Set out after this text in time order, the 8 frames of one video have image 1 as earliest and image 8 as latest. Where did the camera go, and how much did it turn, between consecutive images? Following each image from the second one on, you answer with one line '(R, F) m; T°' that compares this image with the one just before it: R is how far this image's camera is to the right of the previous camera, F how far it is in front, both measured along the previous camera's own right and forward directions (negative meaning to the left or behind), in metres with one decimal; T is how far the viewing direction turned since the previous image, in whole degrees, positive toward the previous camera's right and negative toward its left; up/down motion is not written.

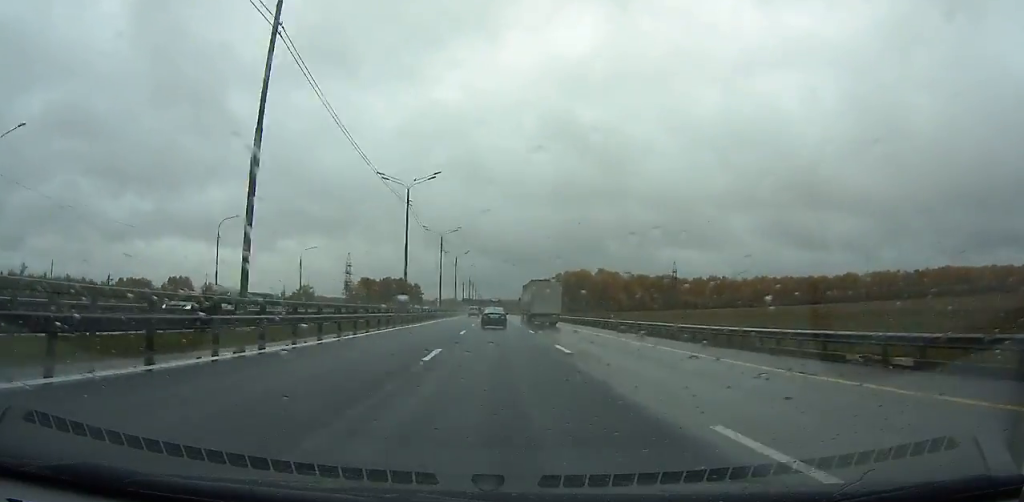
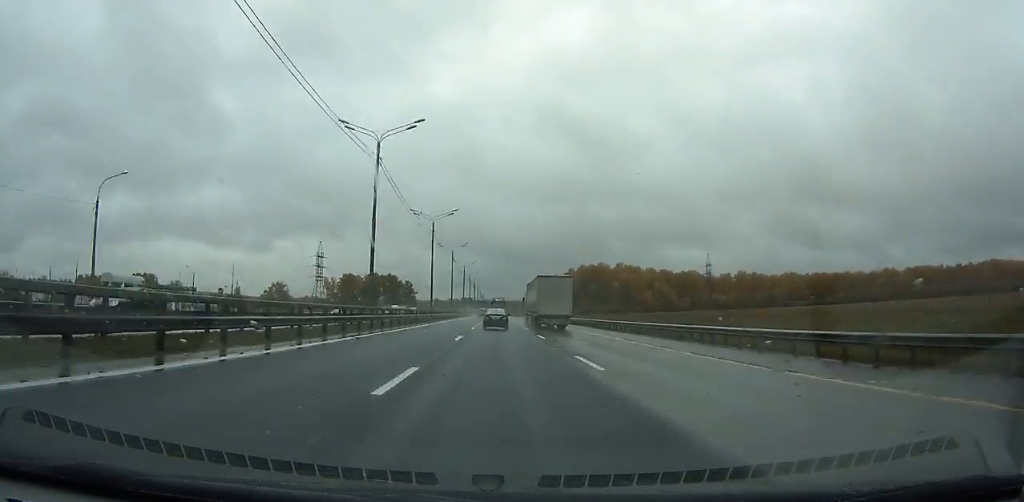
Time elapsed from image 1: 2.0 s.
(+0.1, +53.6) m; 0°
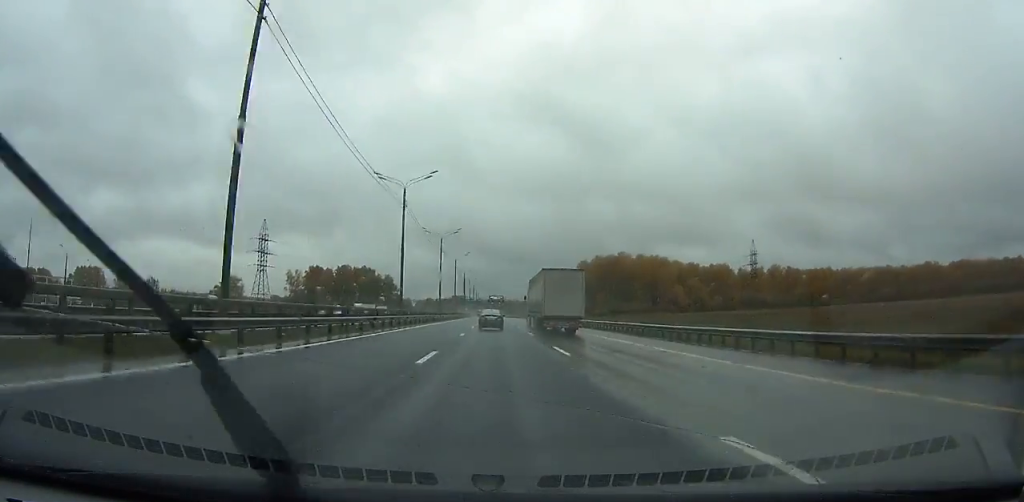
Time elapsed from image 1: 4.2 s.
(0.0, +58.9) m; 0°
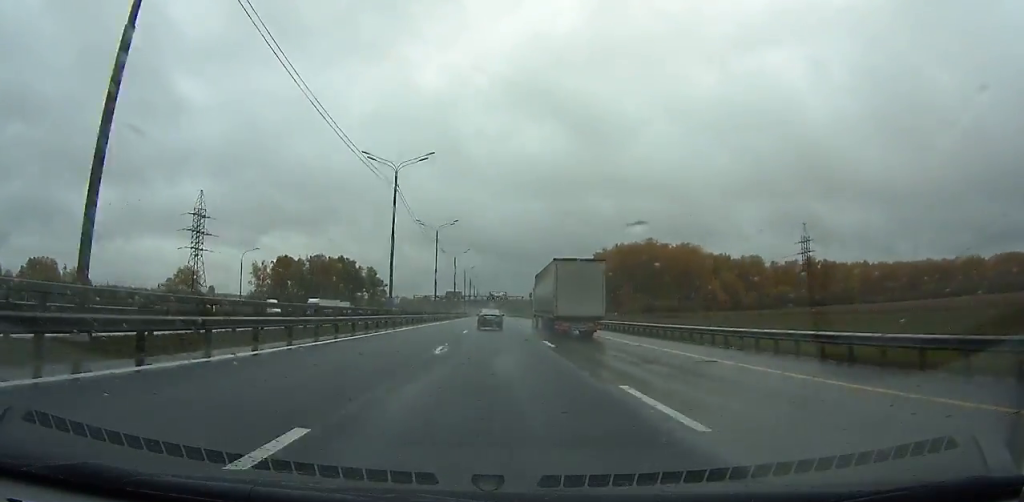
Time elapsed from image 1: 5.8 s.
(0.0, +42.8) m; 0°
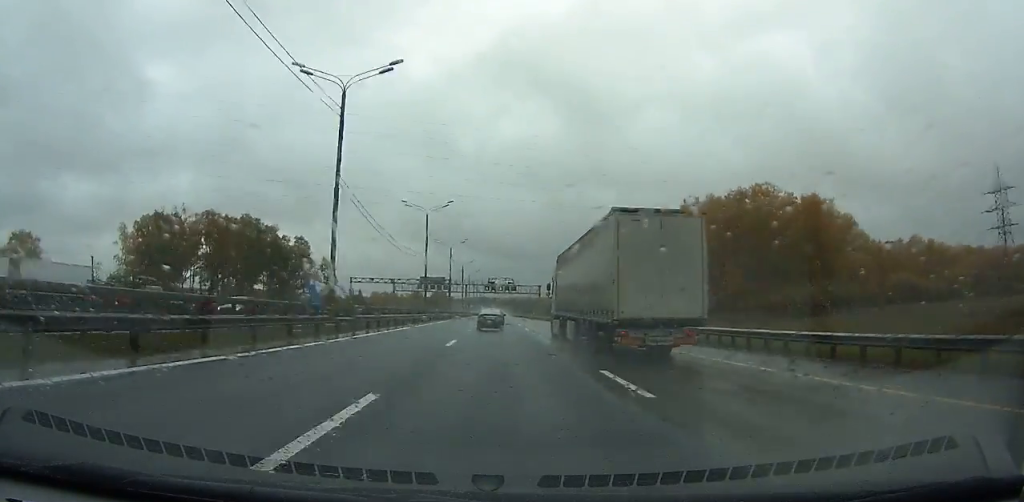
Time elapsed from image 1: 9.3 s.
(0.0, +93.6) m; 0°
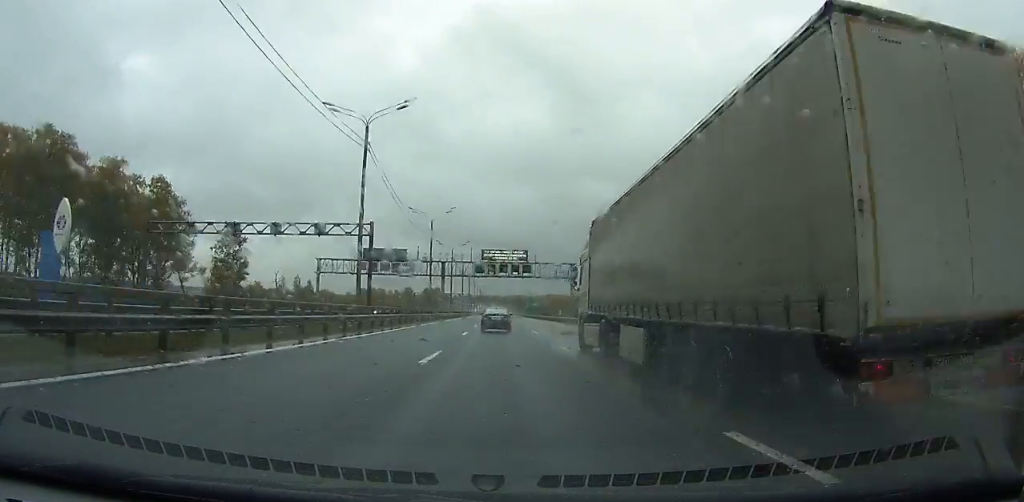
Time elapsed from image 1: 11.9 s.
(-0.1, +69.4) m; 0°
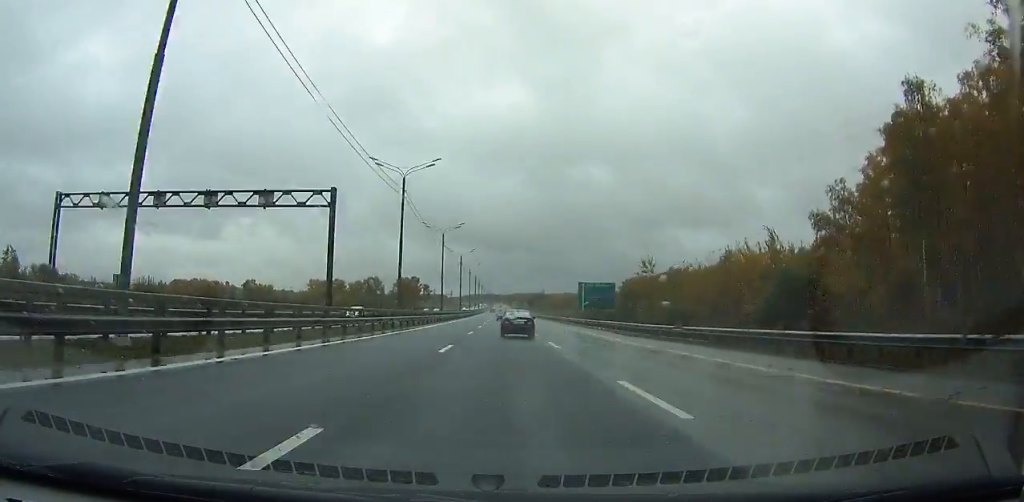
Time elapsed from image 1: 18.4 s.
(+0.2, +172.3) m; 0°
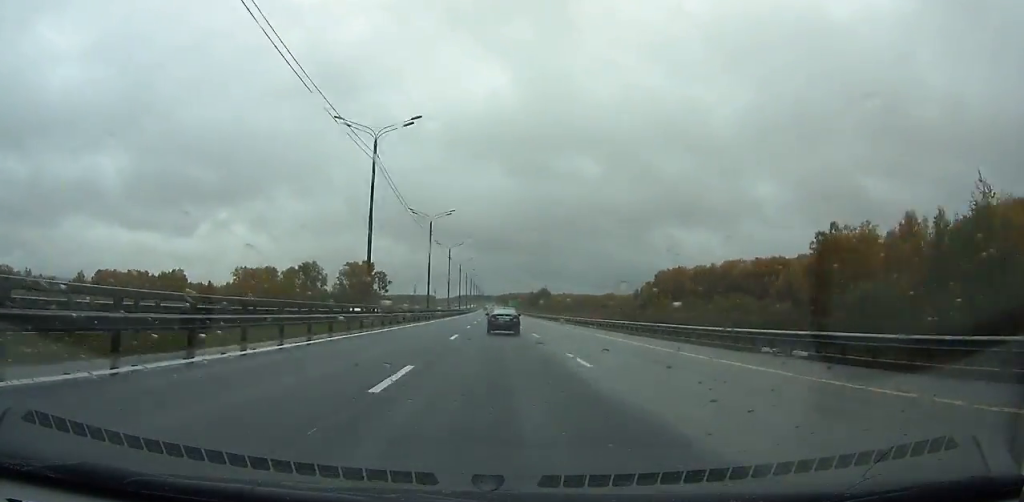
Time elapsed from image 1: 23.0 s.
(+0.1, +121.9) m; 0°
